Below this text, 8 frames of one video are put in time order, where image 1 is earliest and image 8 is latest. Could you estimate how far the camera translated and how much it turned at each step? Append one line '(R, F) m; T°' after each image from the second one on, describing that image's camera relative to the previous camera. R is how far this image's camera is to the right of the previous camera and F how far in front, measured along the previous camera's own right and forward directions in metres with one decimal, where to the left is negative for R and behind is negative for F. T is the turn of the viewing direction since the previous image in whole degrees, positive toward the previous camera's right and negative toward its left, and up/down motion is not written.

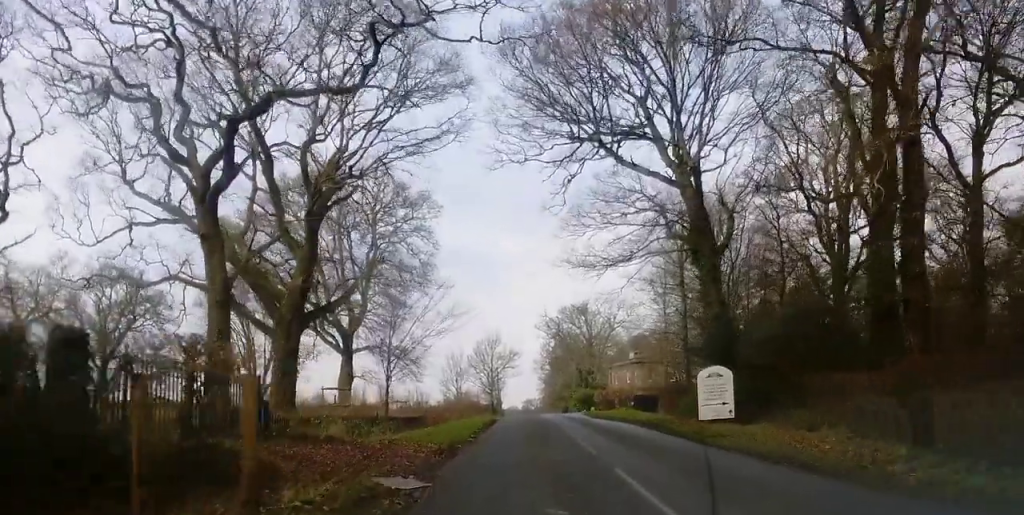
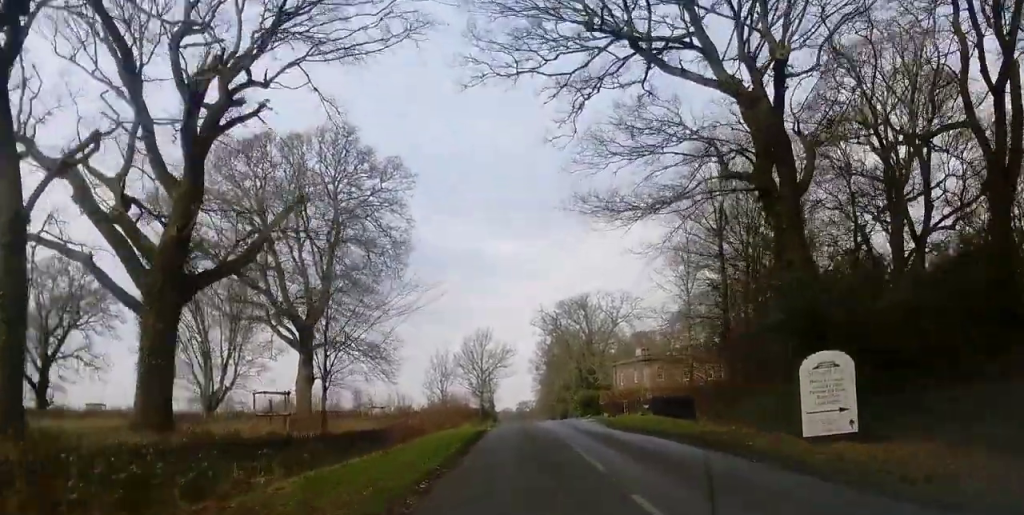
(+0.5, +11.1) m; +1°
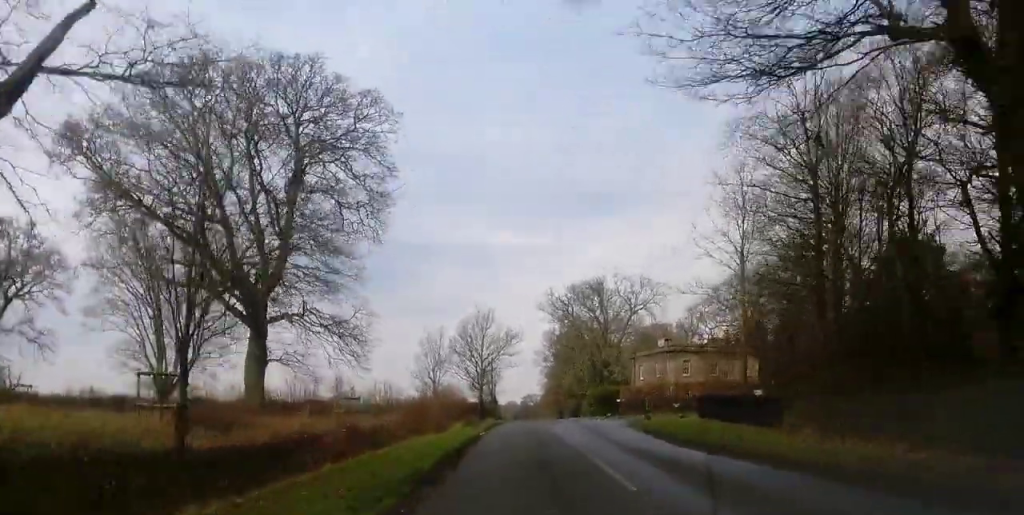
(+2.4, +11.0) m; -6°
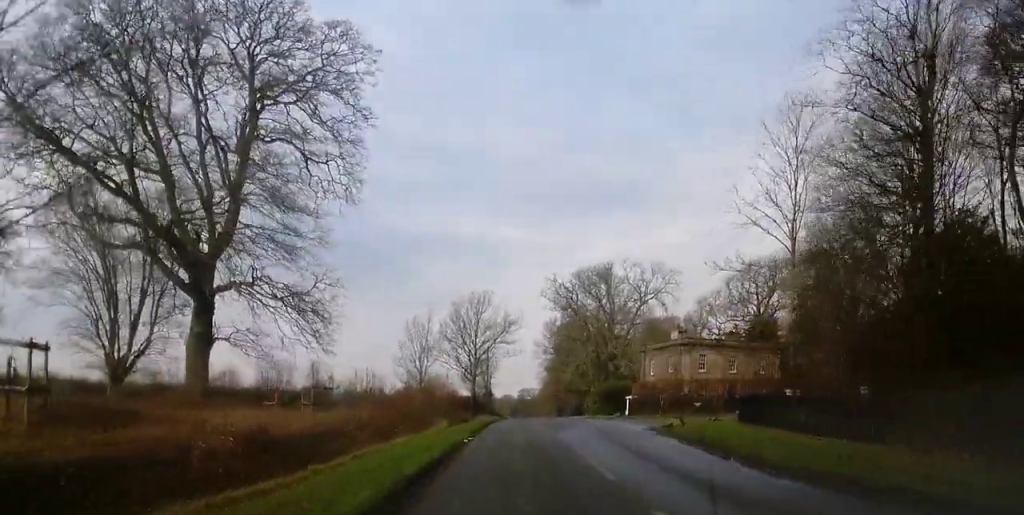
(-1.6, +7.6) m; -5°
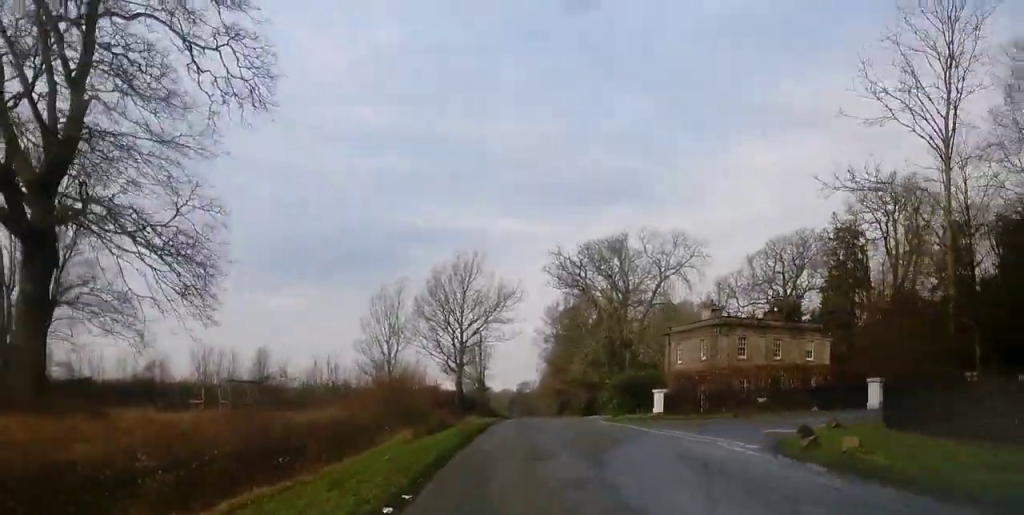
(-3.1, +13.6) m; -6°
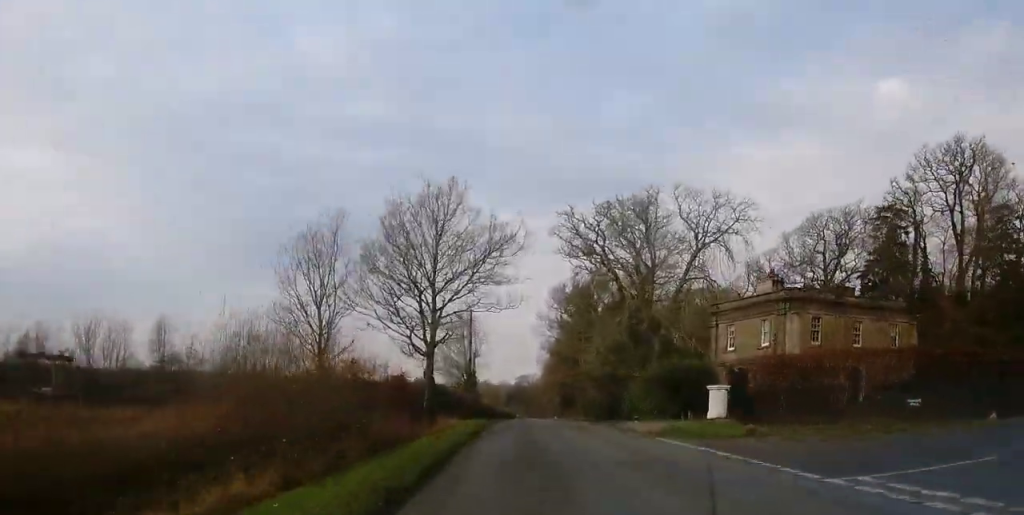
(+1.9, +15.3) m; +7°
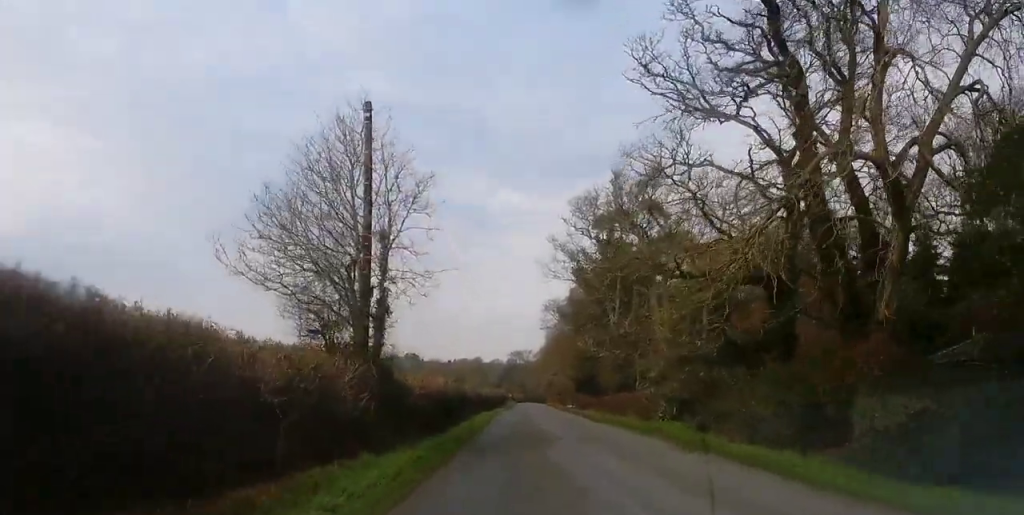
(+1.3, +40.1) m; +3°
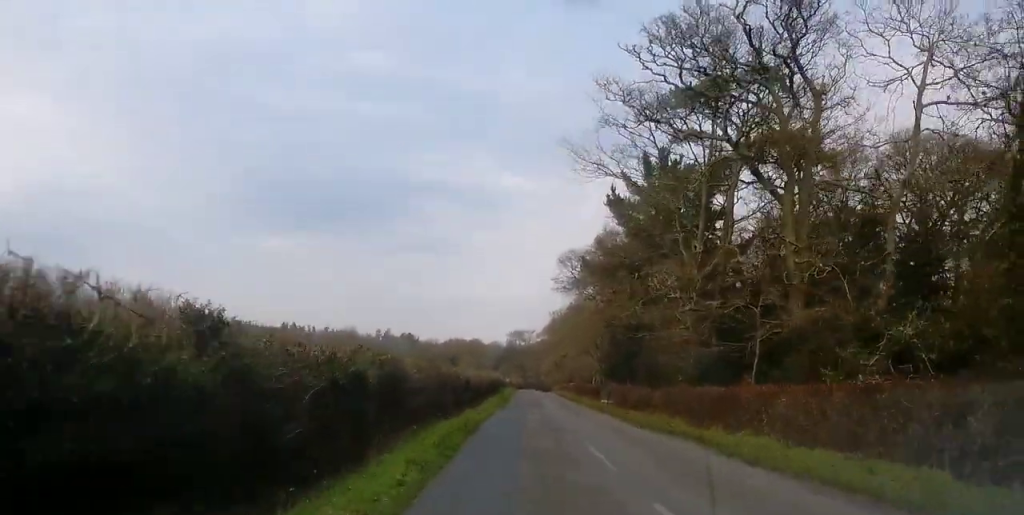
(+0.3, +30.2) m; +1°
